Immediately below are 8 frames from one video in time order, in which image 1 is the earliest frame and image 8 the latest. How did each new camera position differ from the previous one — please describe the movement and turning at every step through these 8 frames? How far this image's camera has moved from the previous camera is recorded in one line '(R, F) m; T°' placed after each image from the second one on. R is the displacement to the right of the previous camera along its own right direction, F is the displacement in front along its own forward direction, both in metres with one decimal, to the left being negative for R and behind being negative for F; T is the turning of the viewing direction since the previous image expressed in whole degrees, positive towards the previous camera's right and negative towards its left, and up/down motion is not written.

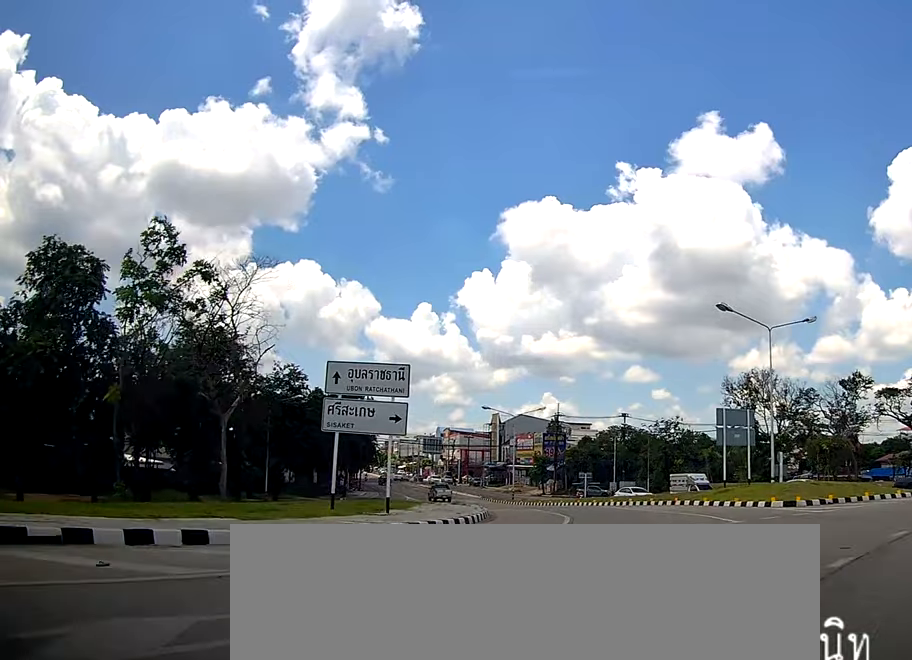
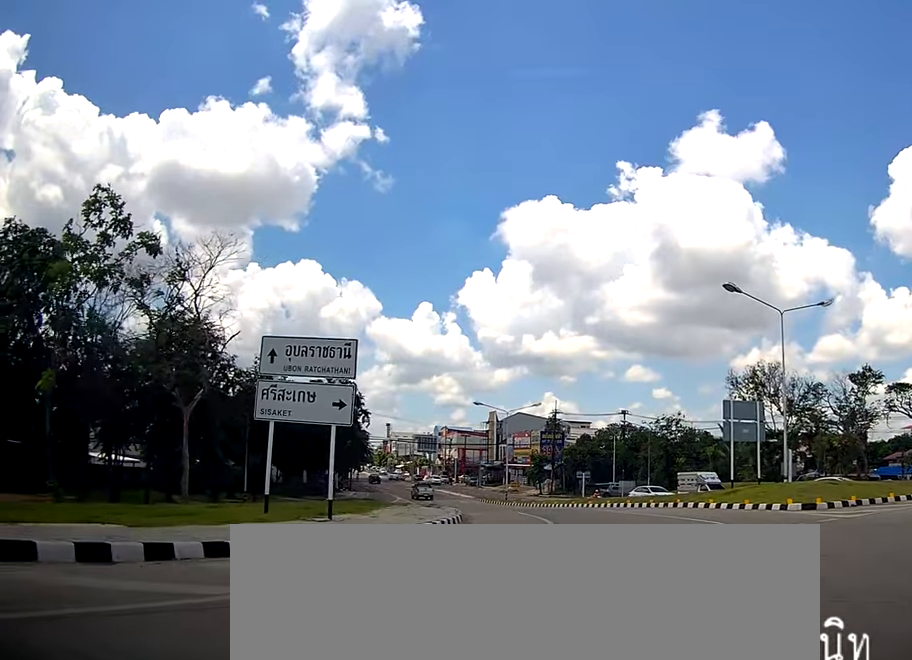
(-0.1, +3.7) m; +2°
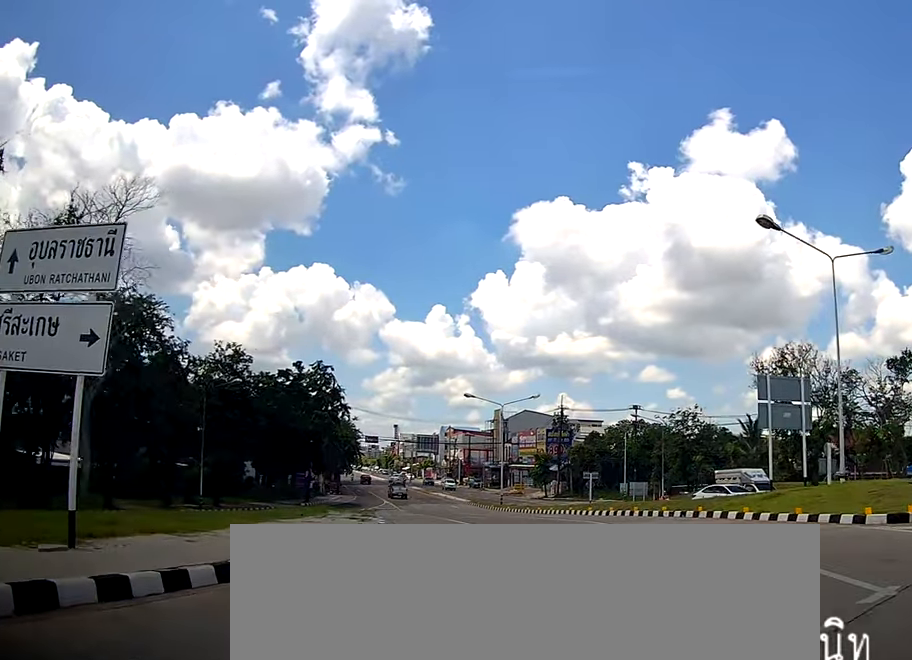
(+0.8, +8.4) m; -1°
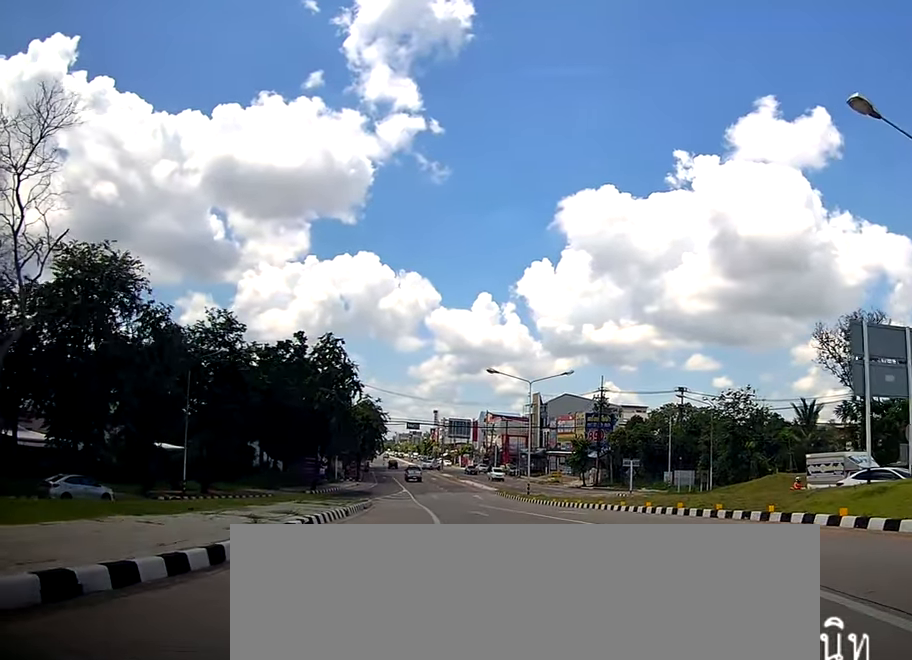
(-0.7, +7.5) m; -6°
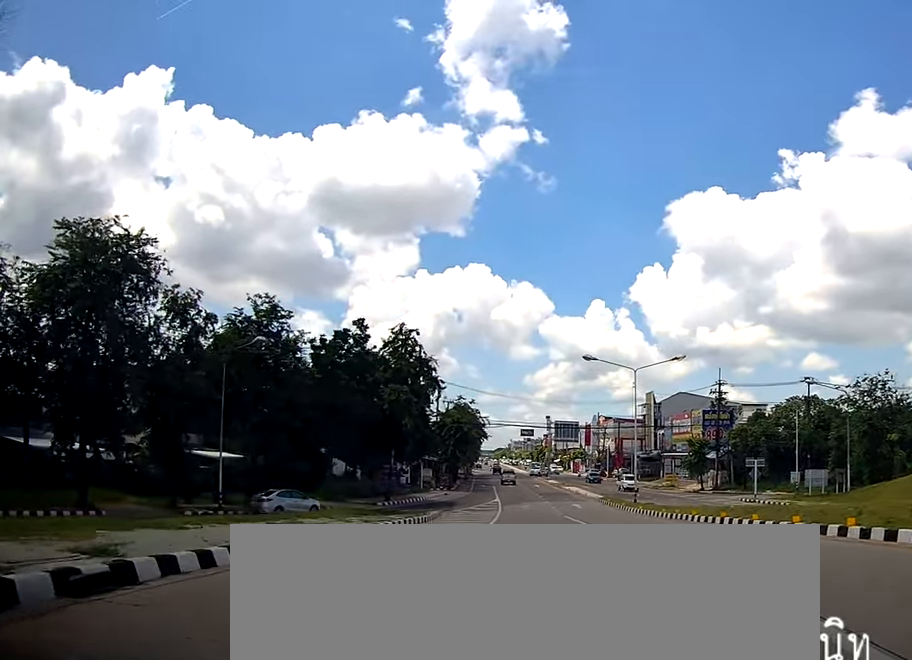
(-0.2, +8.9) m; -6°
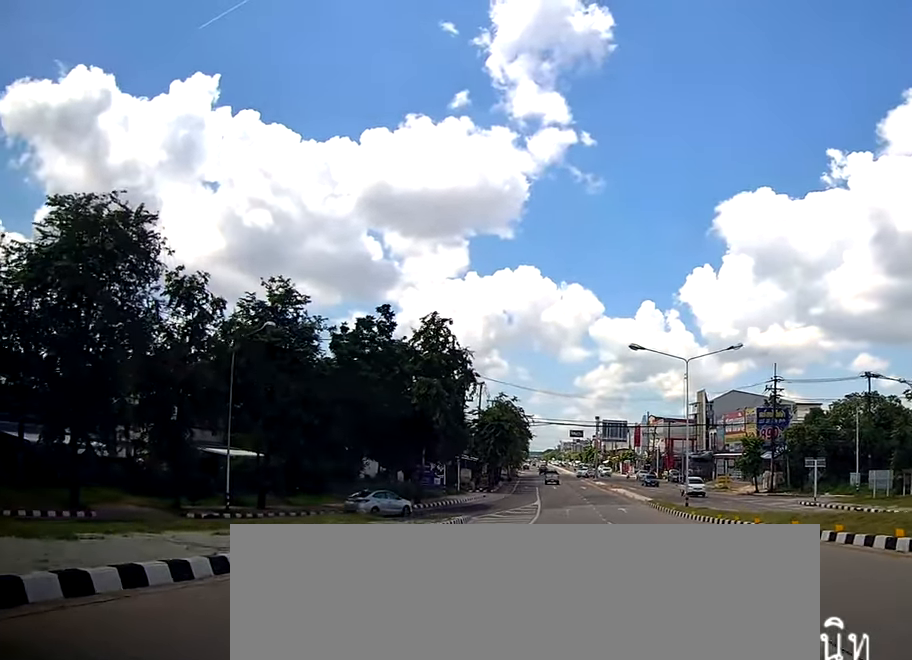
(-0.4, +4.2) m; -3°
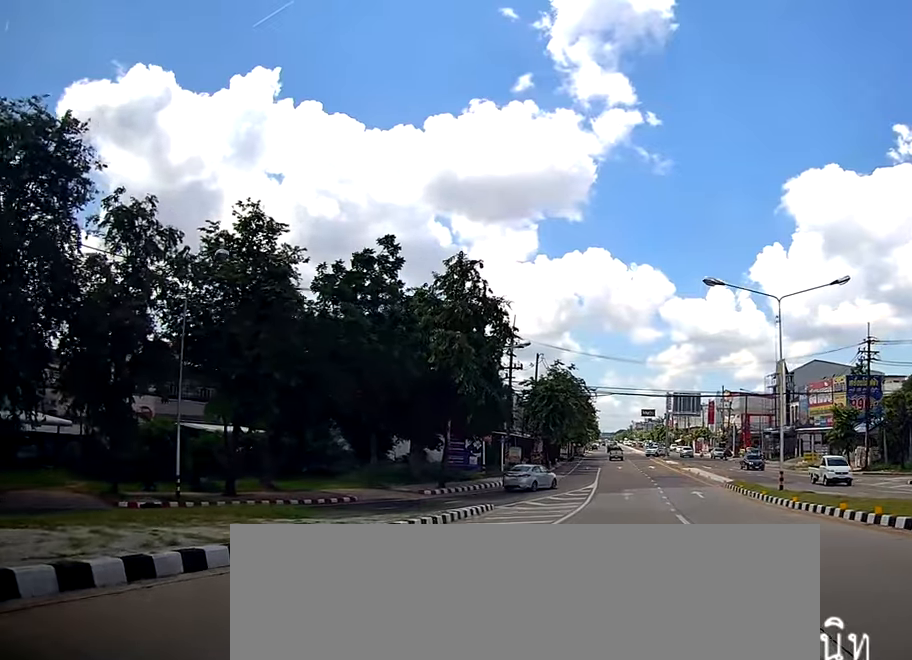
(-0.4, +9.6) m; -5°
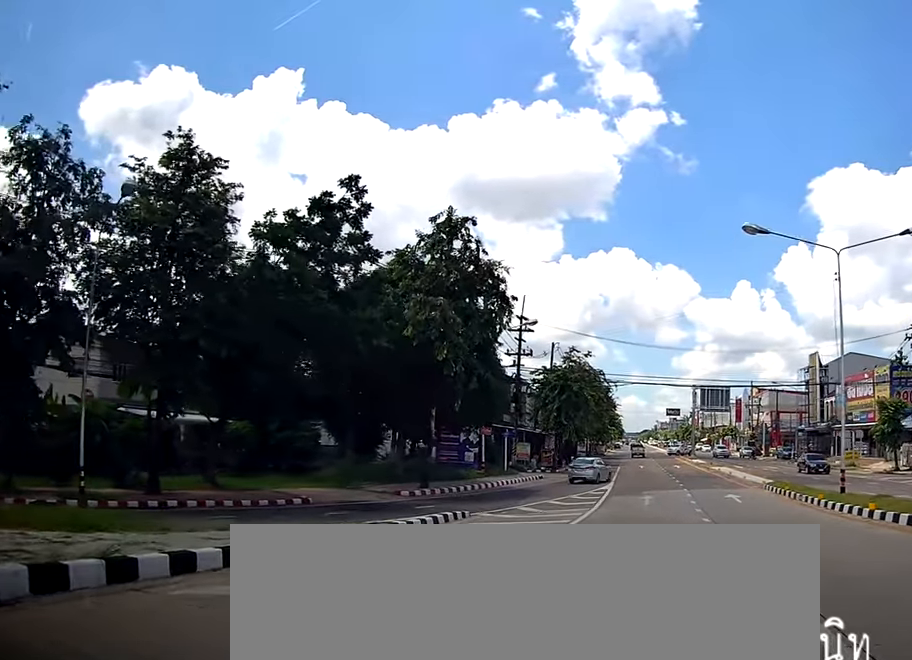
(-0.1, +6.5) m; -2°
